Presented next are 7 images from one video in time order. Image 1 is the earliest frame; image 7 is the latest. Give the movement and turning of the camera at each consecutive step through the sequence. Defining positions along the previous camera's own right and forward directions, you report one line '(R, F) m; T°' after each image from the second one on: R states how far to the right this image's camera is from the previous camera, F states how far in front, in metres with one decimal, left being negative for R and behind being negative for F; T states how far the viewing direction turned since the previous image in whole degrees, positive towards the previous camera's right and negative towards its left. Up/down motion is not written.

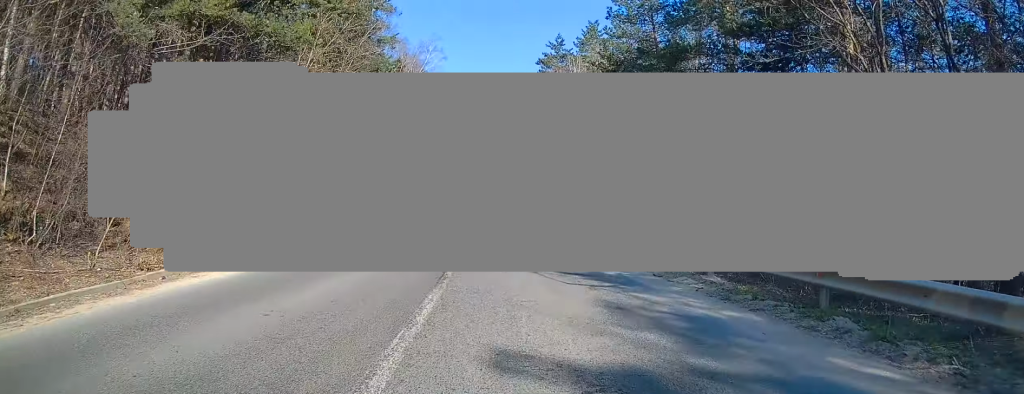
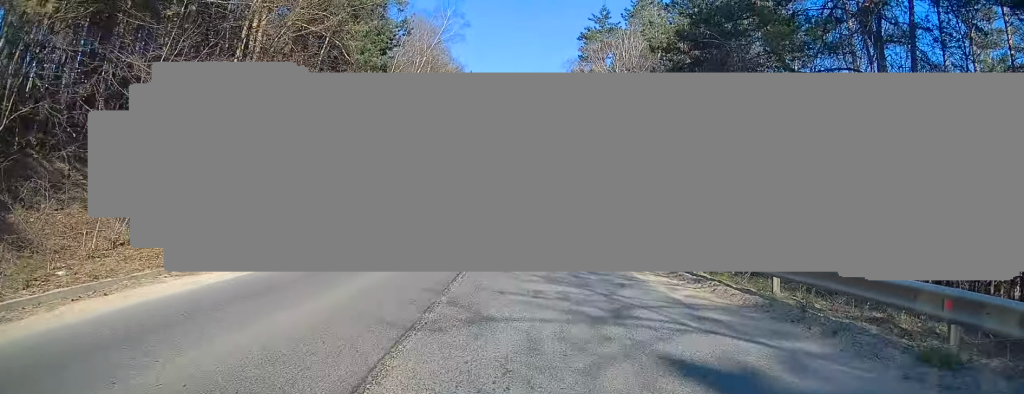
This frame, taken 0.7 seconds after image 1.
(-0.4, +10.1) m; -4°
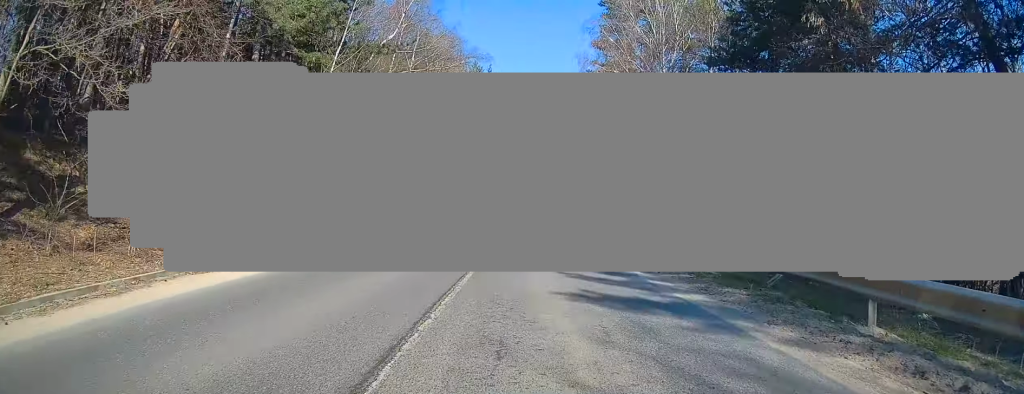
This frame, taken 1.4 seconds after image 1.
(-0.3, +10.3) m; 0°
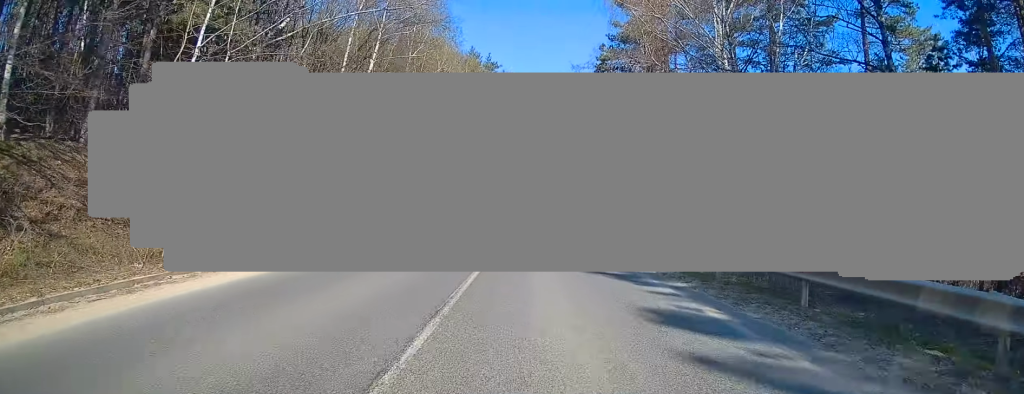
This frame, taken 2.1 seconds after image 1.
(+0.1, +10.0) m; 0°
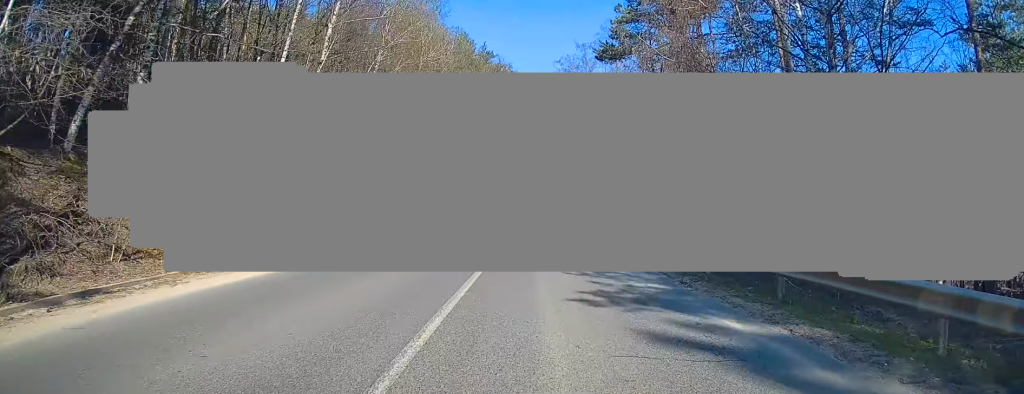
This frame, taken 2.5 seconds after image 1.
(+0.2, +7.0) m; 0°
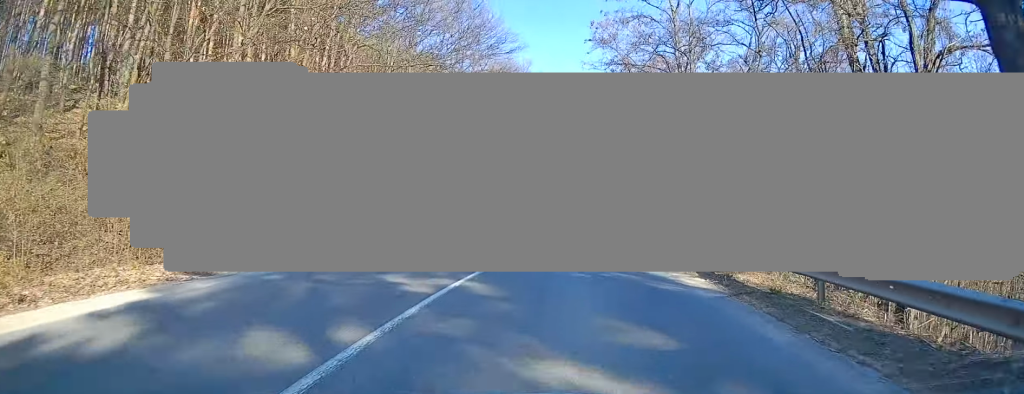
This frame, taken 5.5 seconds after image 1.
(+3.6, +44.6) m; +12°
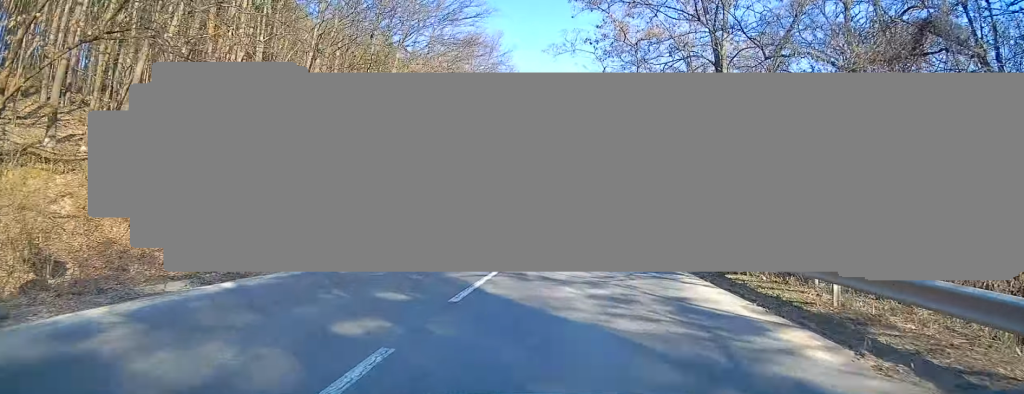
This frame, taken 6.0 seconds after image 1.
(+0.1, +8.5) m; +2°
